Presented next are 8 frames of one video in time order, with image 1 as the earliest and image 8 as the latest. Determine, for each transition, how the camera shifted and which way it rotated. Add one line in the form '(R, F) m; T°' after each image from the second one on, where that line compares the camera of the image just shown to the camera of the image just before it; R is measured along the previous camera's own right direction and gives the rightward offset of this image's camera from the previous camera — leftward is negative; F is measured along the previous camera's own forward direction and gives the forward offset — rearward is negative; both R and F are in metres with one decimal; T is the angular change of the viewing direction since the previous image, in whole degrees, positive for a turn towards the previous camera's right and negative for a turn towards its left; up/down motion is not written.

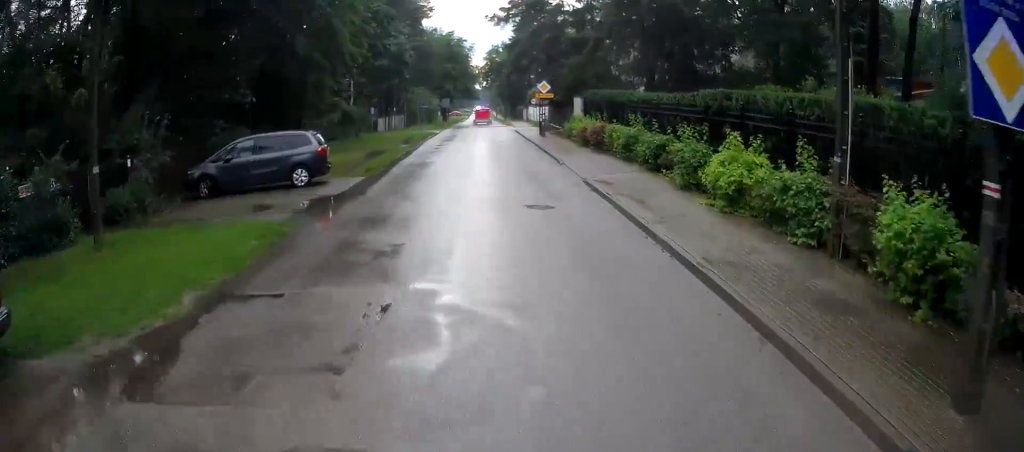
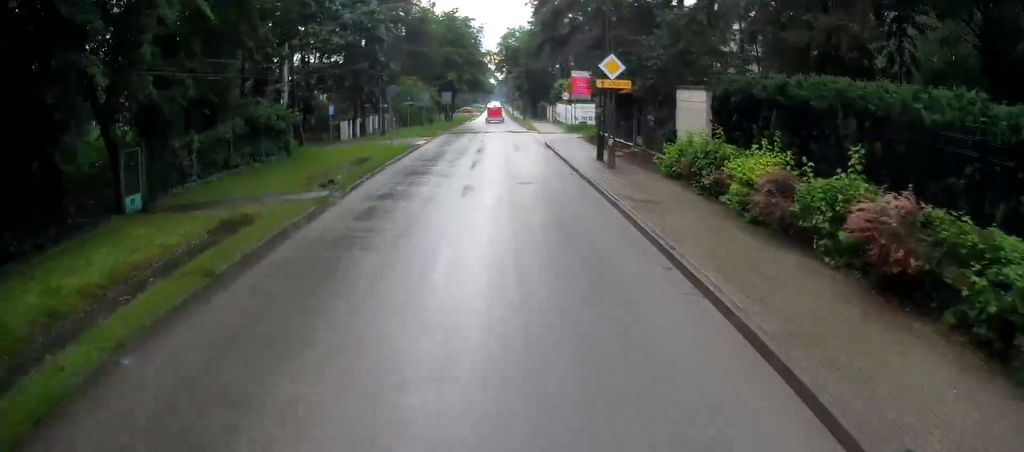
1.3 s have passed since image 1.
(+0.1, +18.5) m; -1°
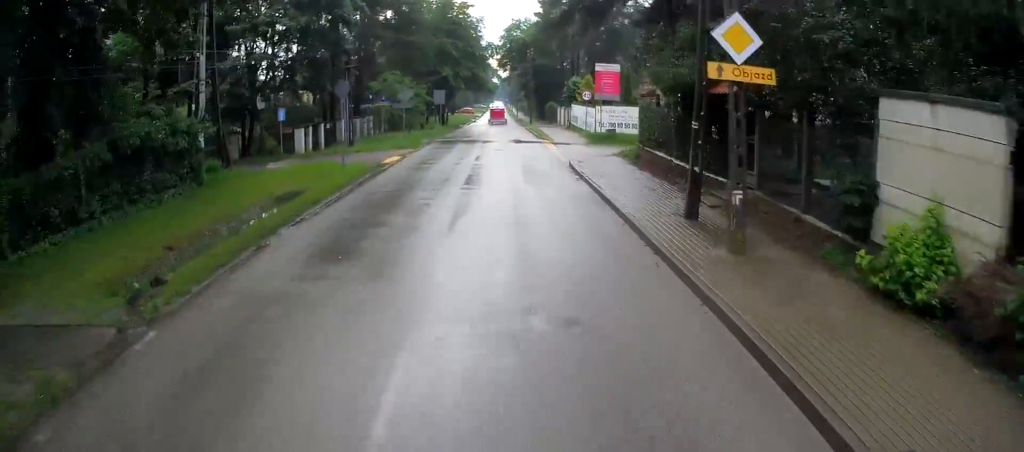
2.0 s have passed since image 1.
(-0.3, +9.6) m; 0°
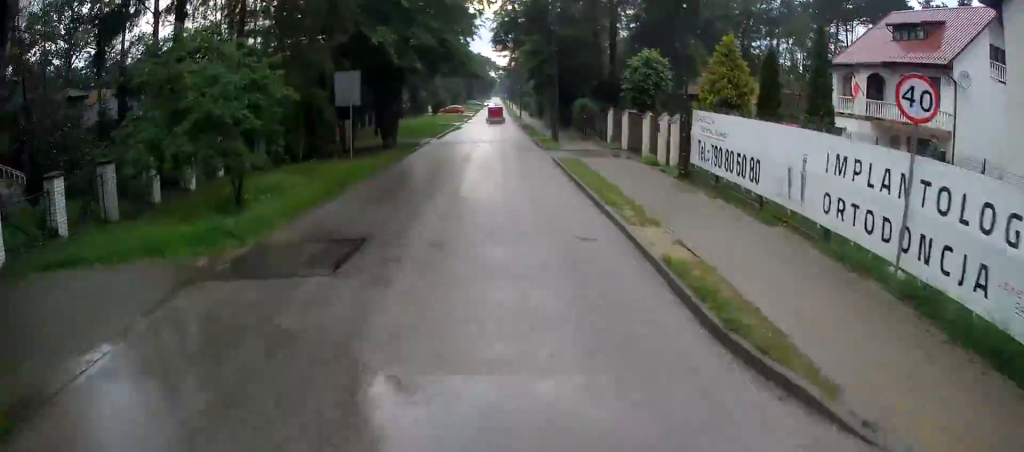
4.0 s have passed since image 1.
(+0.4, +28.8) m; -2°
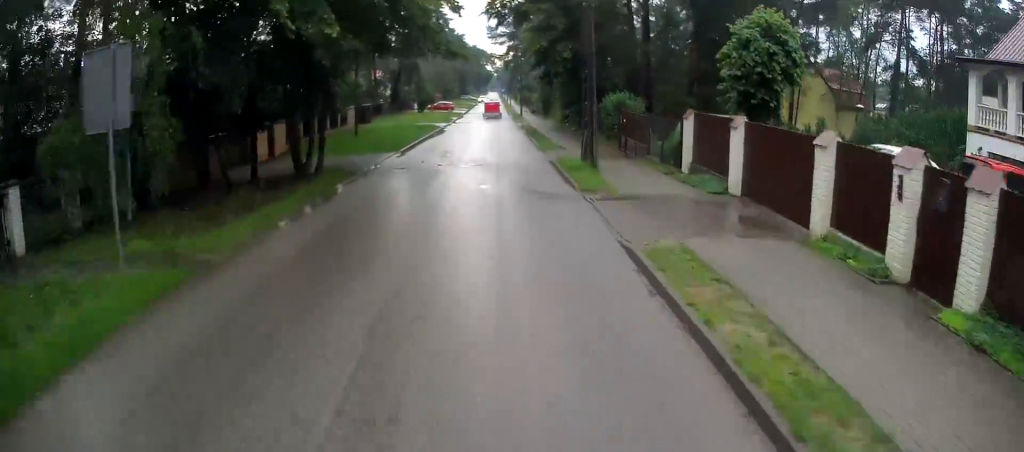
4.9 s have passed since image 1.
(-0.4, +13.0) m; +2°
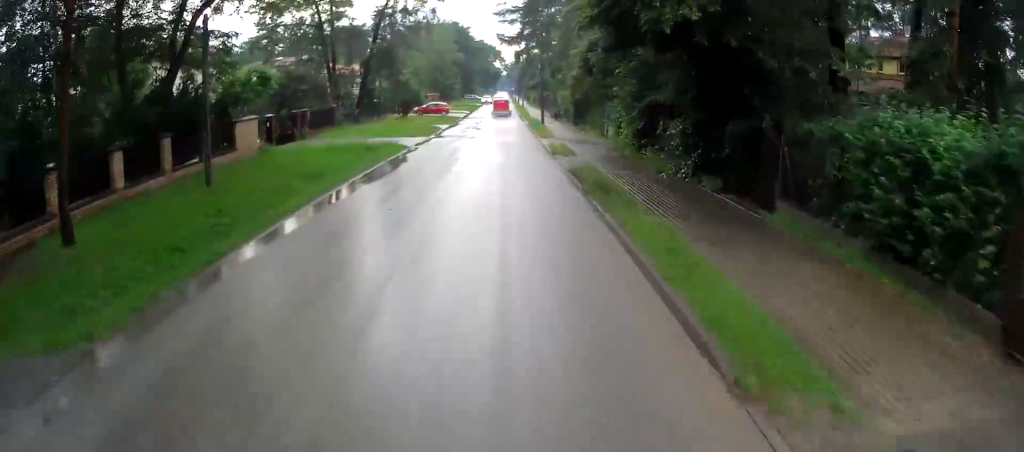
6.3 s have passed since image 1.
(+1.1, +20.7) m; +3°
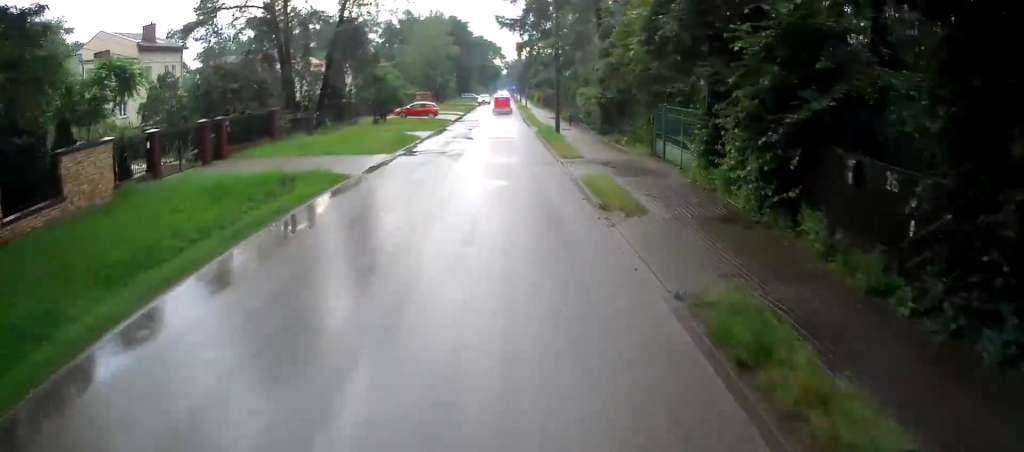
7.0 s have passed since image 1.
(+0.1, +11.1) m; -2°
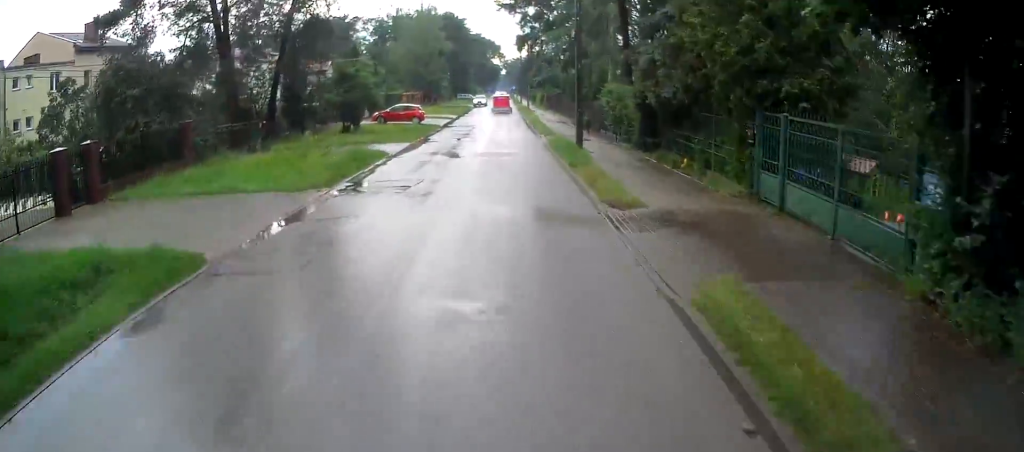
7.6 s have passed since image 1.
(-0.4, +9.0) m; 0°
